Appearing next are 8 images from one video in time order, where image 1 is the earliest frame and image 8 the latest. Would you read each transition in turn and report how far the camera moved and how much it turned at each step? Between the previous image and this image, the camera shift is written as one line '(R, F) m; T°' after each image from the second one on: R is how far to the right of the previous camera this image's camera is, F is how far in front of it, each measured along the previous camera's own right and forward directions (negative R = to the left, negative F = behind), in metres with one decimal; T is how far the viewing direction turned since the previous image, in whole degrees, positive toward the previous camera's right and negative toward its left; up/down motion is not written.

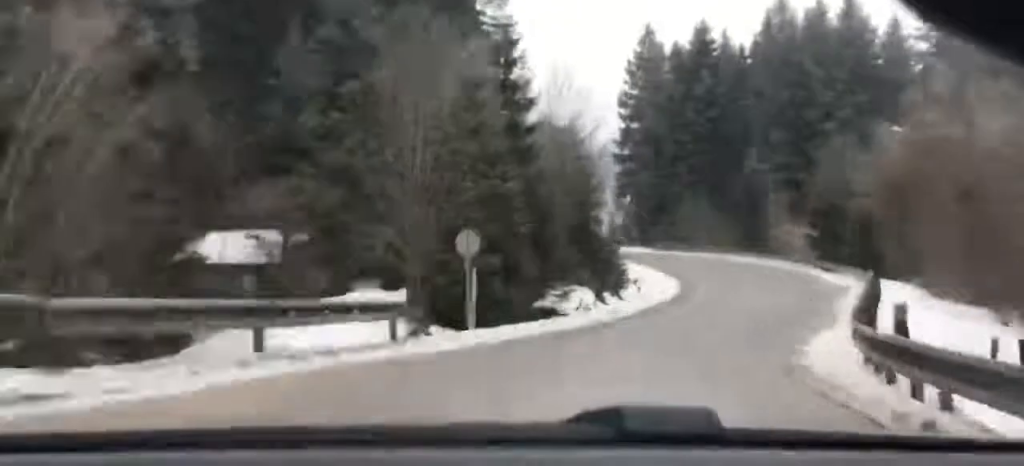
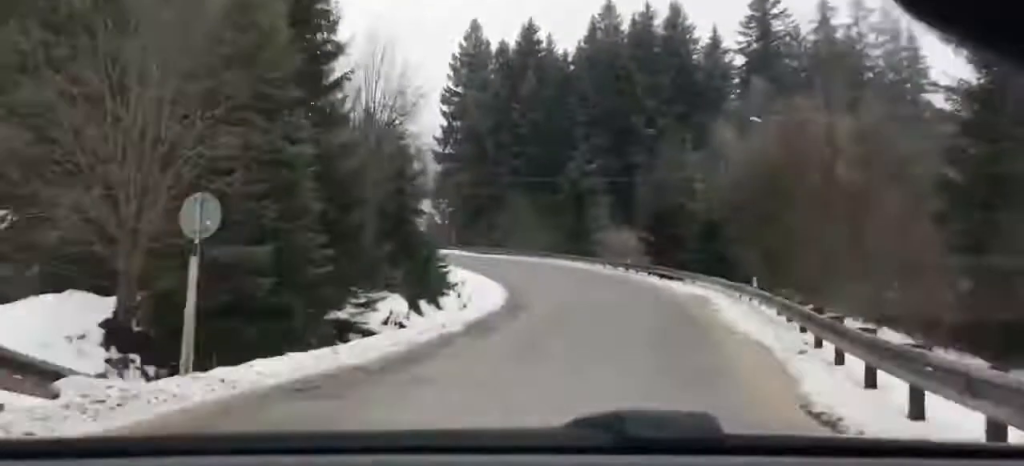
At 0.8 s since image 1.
(-0.1, +6.1) m; 0°
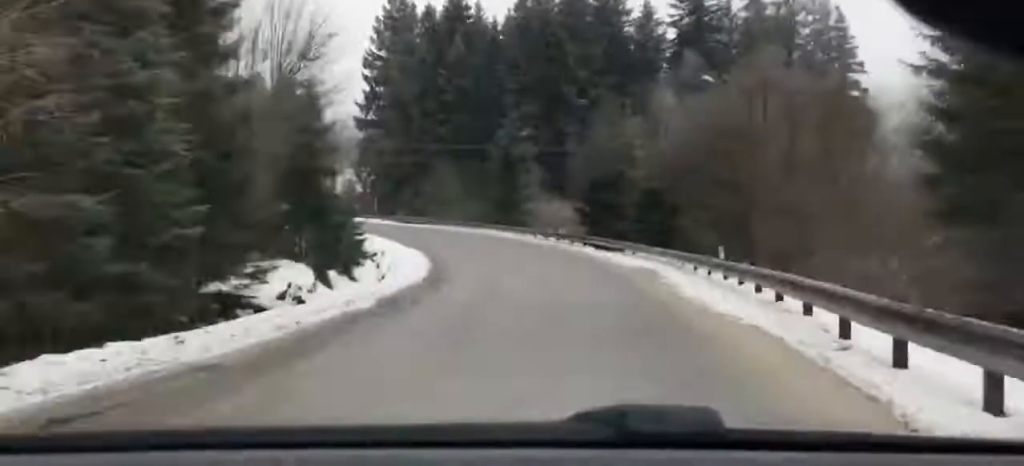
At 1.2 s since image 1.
(0.0, +3.1) m; +1°
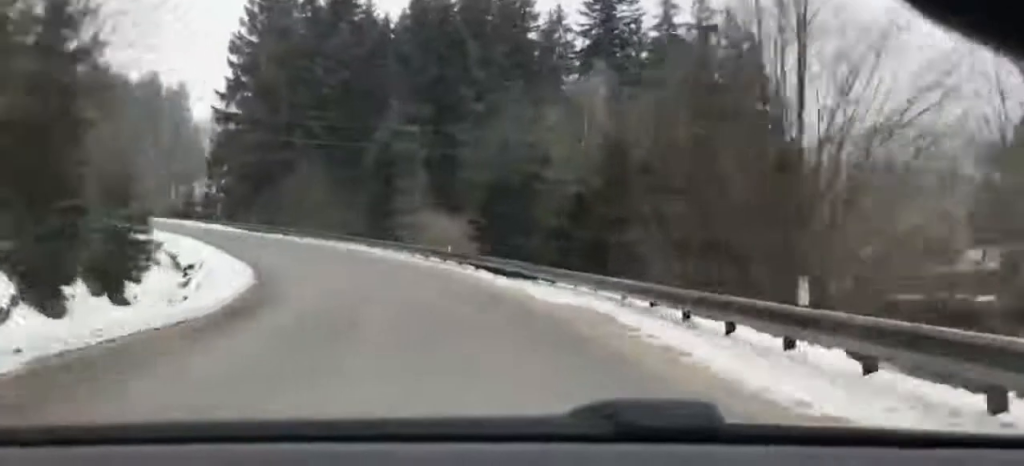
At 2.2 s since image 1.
(+0.3, +8.4) m; +9°
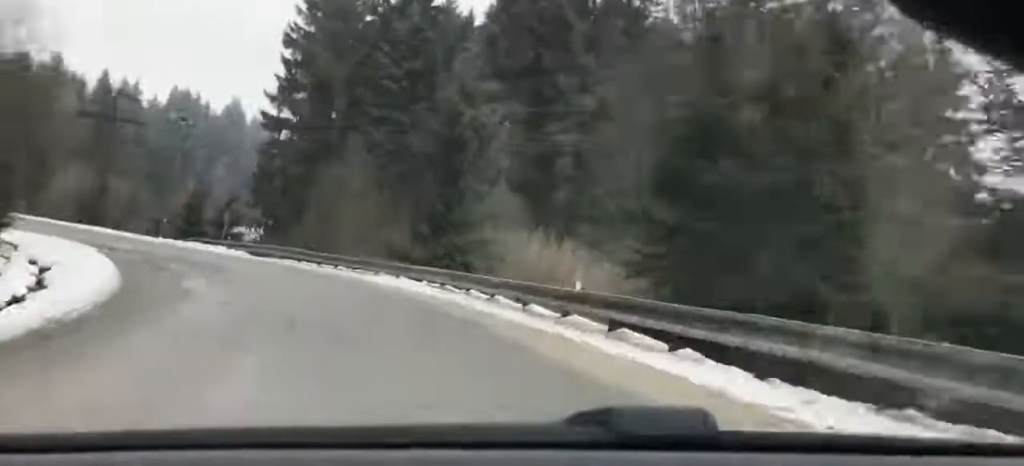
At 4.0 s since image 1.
(+4.6, +17.5) m; +29°
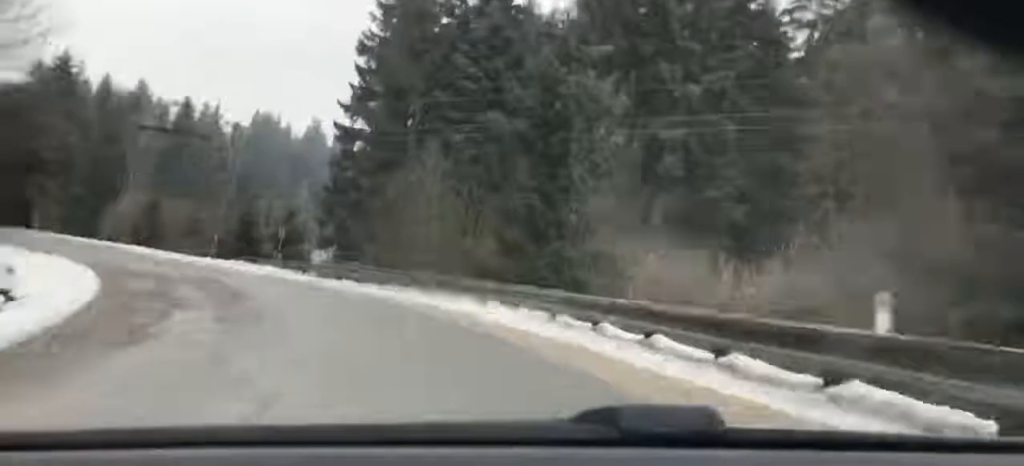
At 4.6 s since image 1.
(+0.7, +7.3) m; +4°
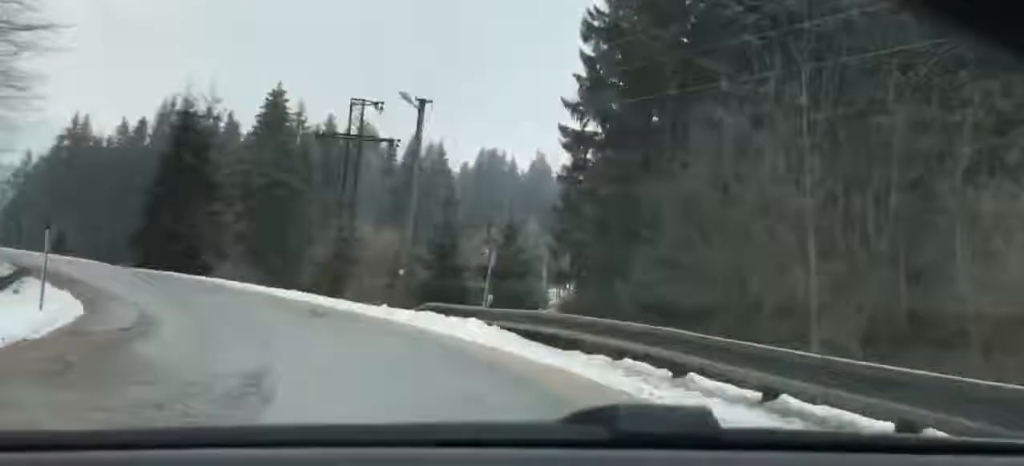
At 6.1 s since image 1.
(+0.7, +20.1) m; -1°
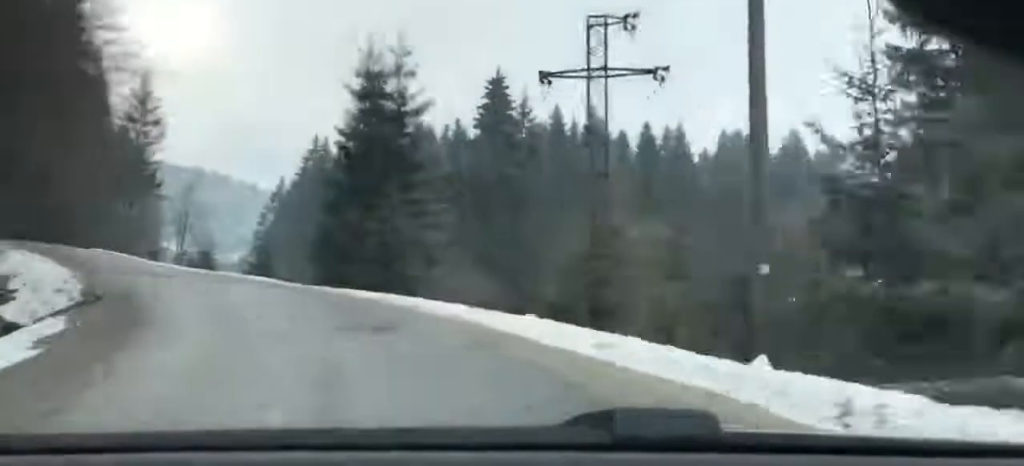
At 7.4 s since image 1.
(-1.1, +17.9) m; -9°
